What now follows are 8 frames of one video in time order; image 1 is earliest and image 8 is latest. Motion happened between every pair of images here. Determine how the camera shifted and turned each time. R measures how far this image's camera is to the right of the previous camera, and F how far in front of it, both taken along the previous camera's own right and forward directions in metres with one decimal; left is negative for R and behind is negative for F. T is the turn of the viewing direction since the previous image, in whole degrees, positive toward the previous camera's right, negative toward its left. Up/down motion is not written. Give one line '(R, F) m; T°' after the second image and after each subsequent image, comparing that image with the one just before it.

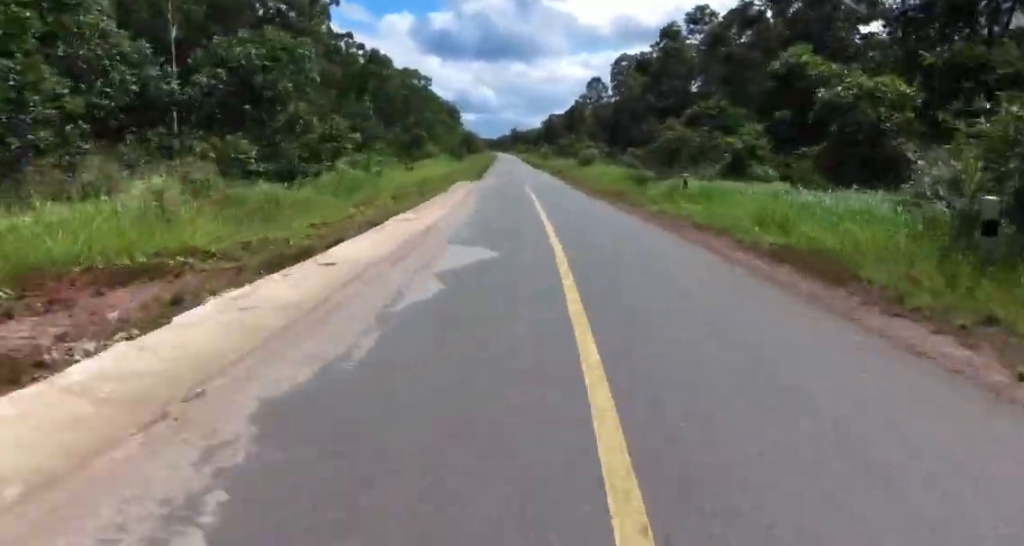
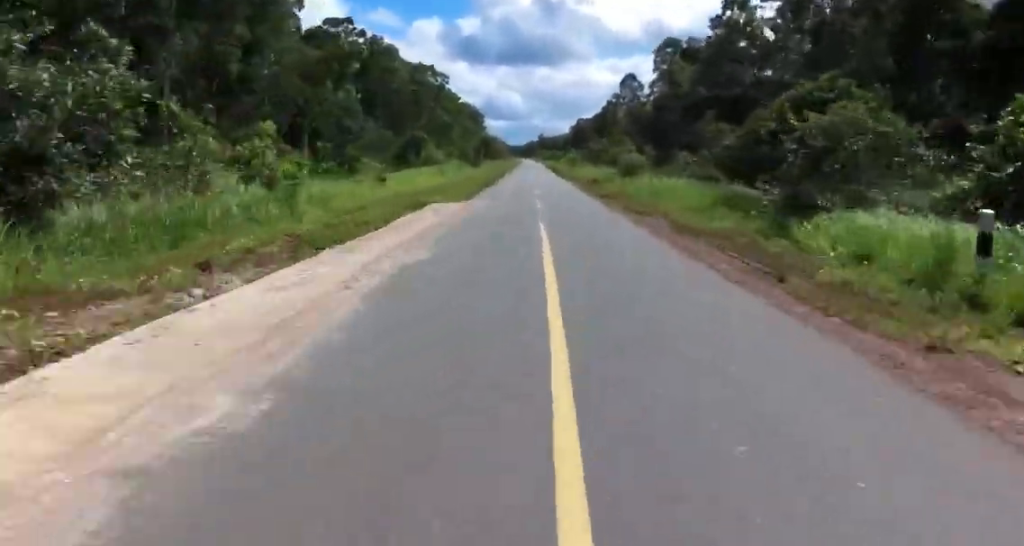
(0.0, +16.0) m; 0°
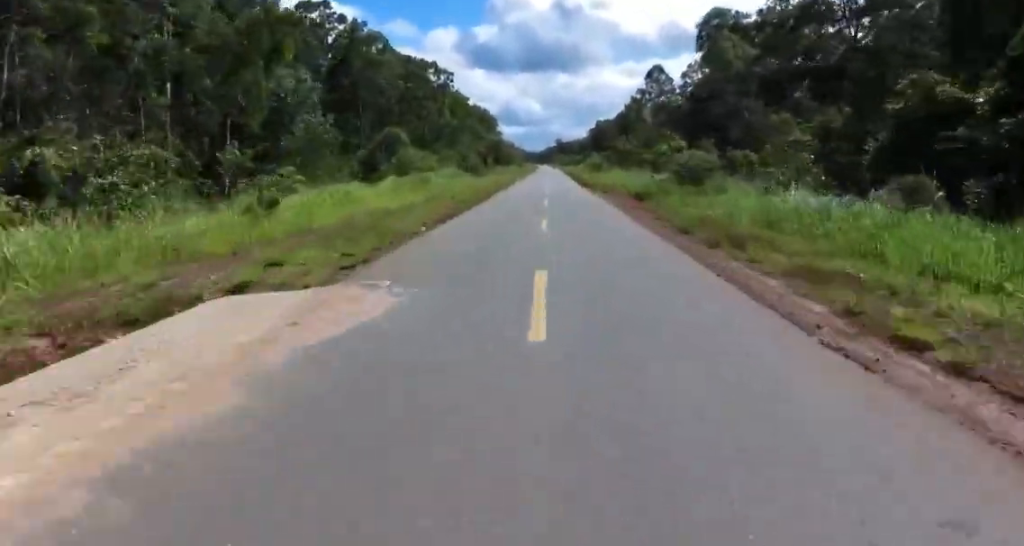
(-0.1, +15.4) m; -1°
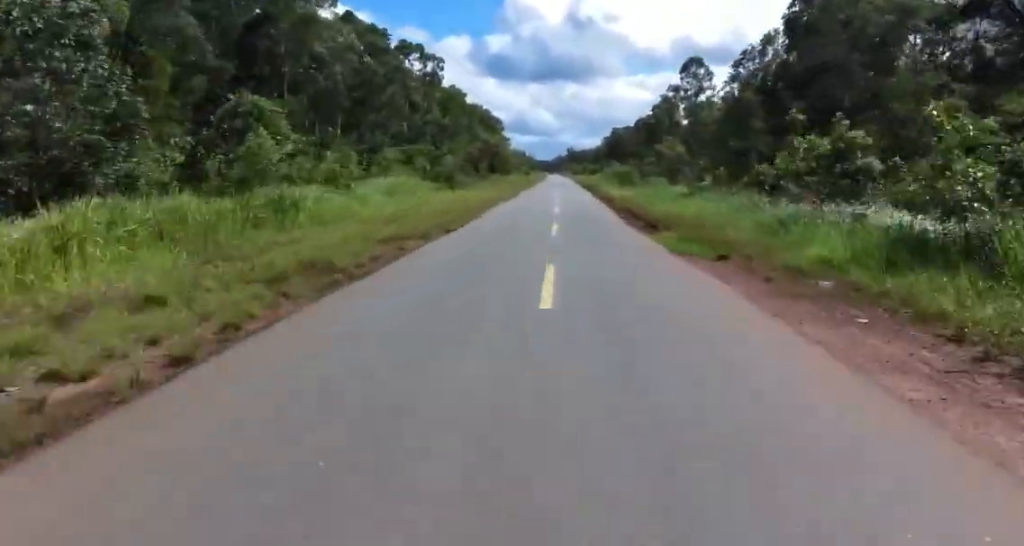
(-0.3, +24.2) m; -1°
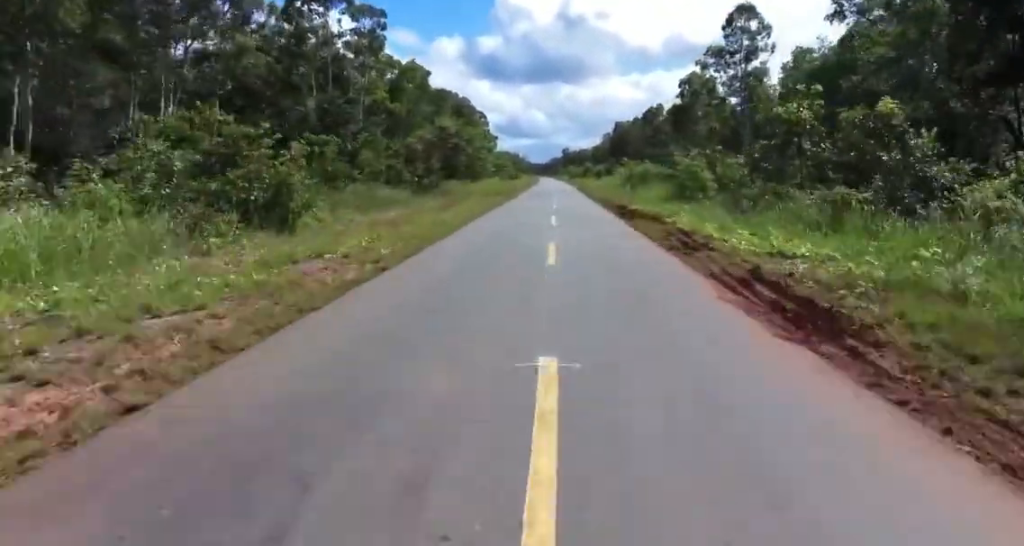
(-0.1, +29.7) m; 0°
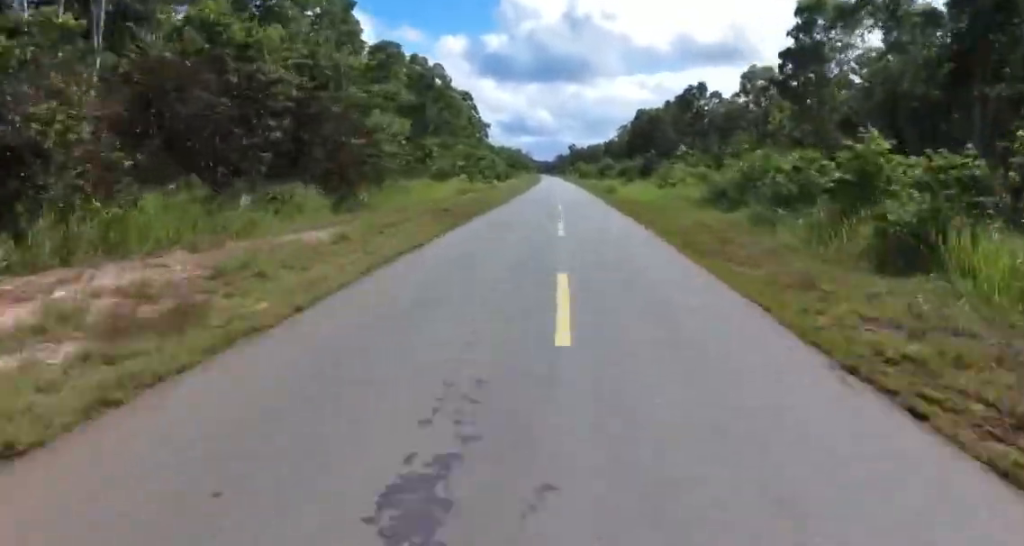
(0.0, +38.5) m; 0°
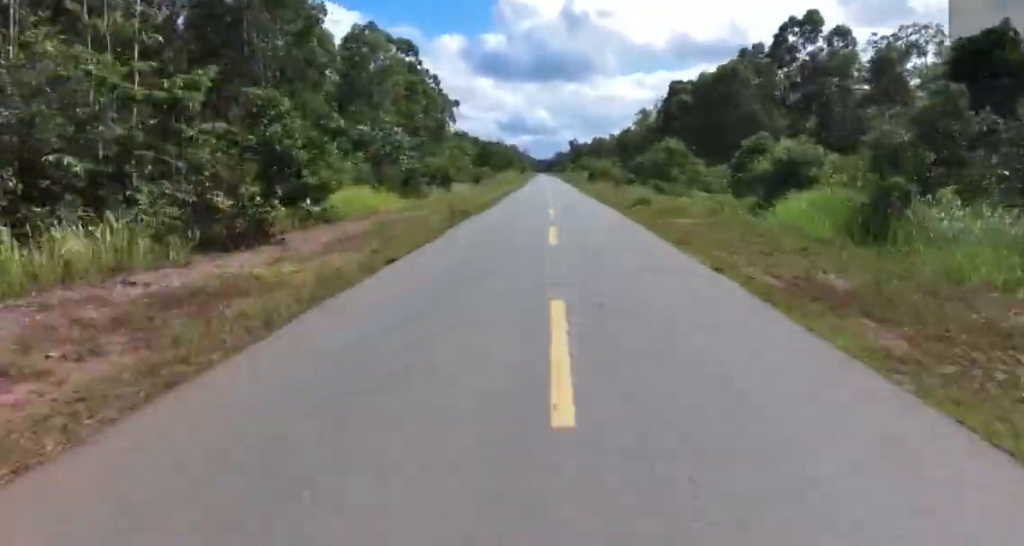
(0.0, +52.5) m; +1°
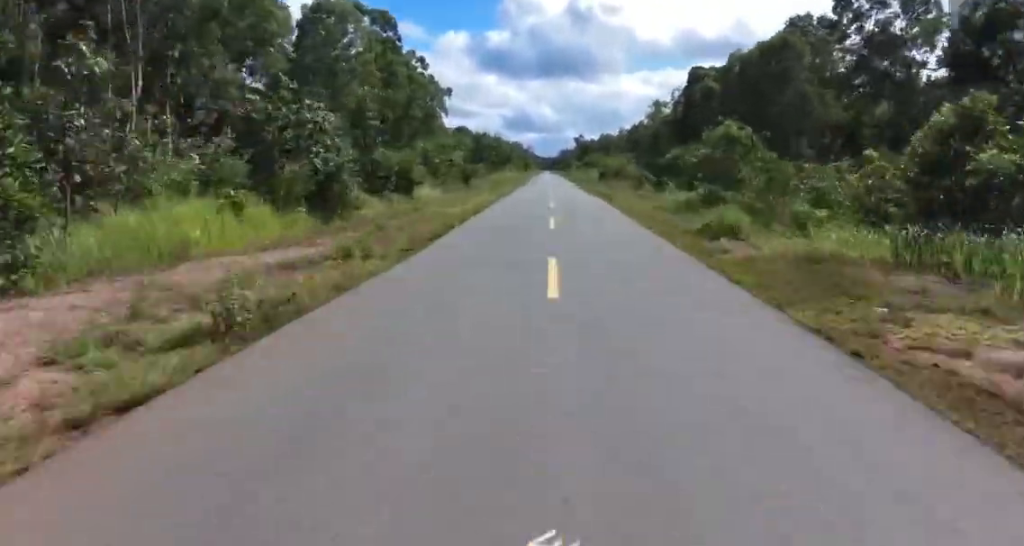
(-0.1, +13.8) m; +1°
